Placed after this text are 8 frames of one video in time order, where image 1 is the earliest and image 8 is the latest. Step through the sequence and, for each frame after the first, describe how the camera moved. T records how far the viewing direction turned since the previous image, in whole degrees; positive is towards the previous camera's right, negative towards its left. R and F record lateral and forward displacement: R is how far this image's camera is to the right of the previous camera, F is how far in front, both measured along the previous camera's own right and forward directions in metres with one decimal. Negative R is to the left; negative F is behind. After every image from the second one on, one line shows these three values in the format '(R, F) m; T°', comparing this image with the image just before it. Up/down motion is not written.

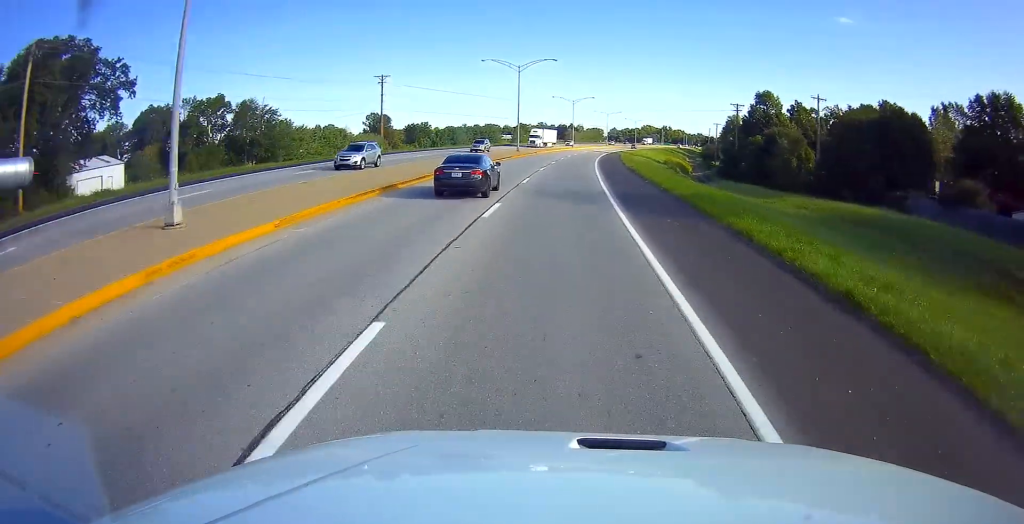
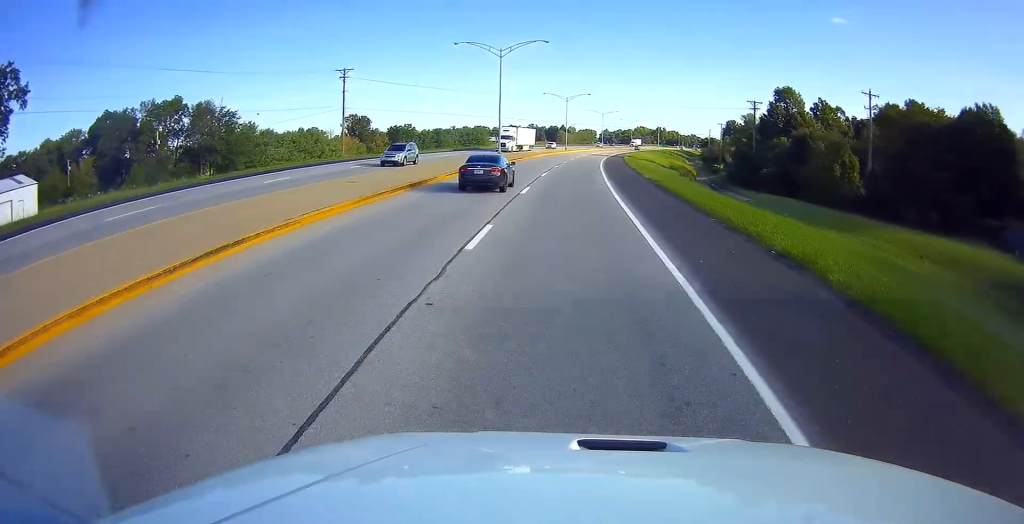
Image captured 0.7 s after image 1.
(0.0, +16.4) m; 0°
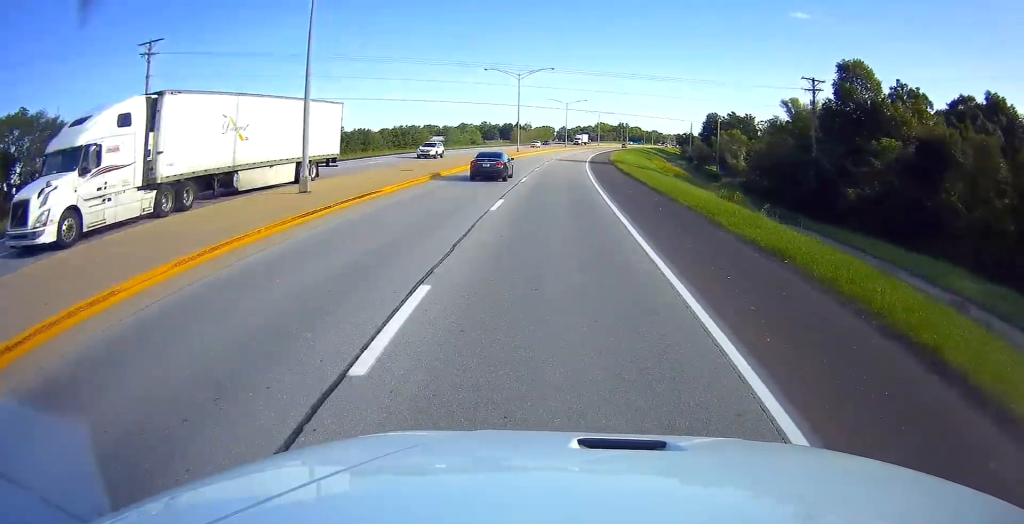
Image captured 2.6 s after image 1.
(+1.3, +41.7) m; +5°
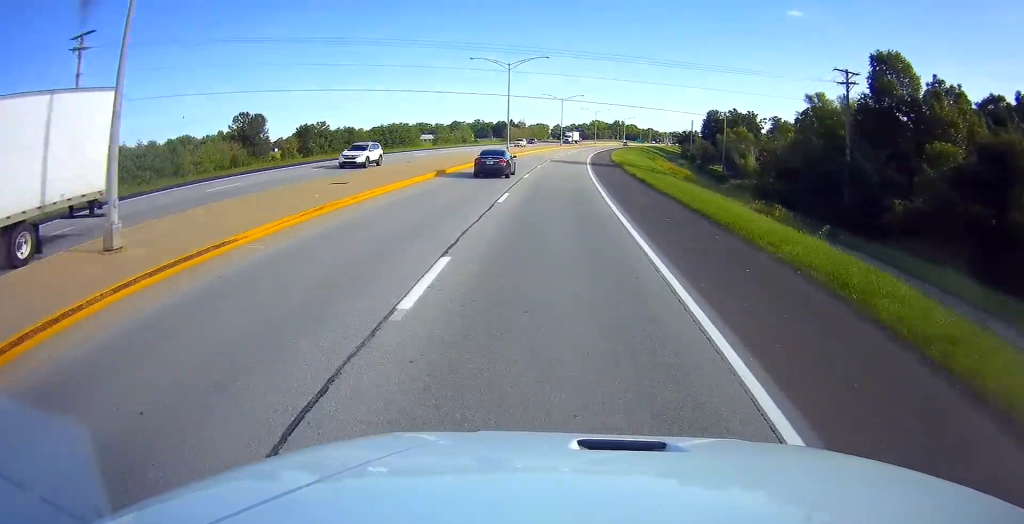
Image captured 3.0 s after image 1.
(+0.3, +10.0) m; +1°
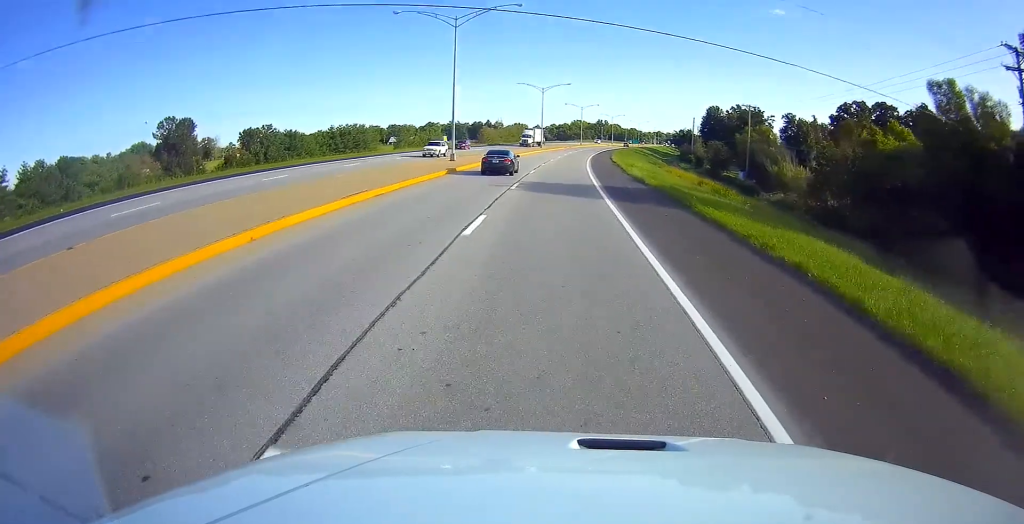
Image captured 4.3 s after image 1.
(+0.5, +30.2) m; +2°
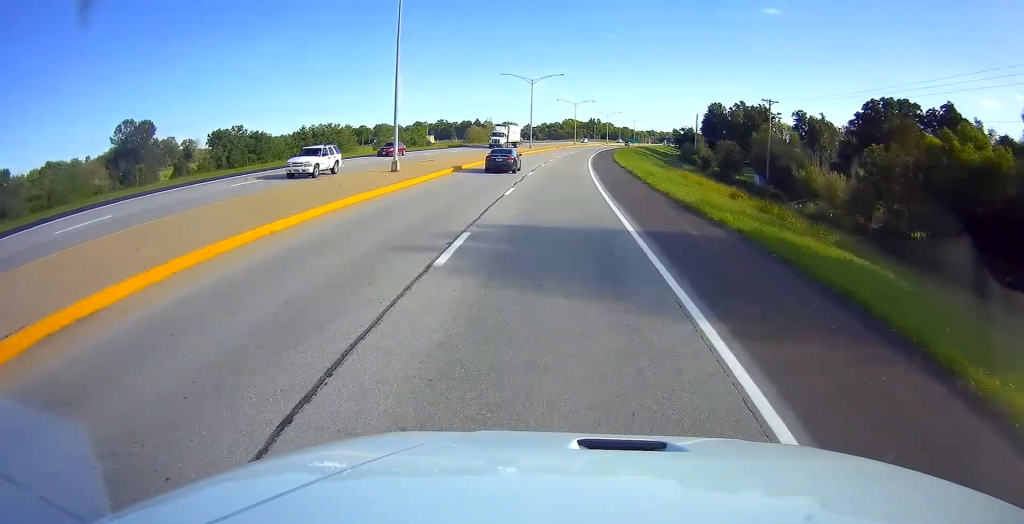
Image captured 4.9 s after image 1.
(+0.2, +14.9) m; +1°
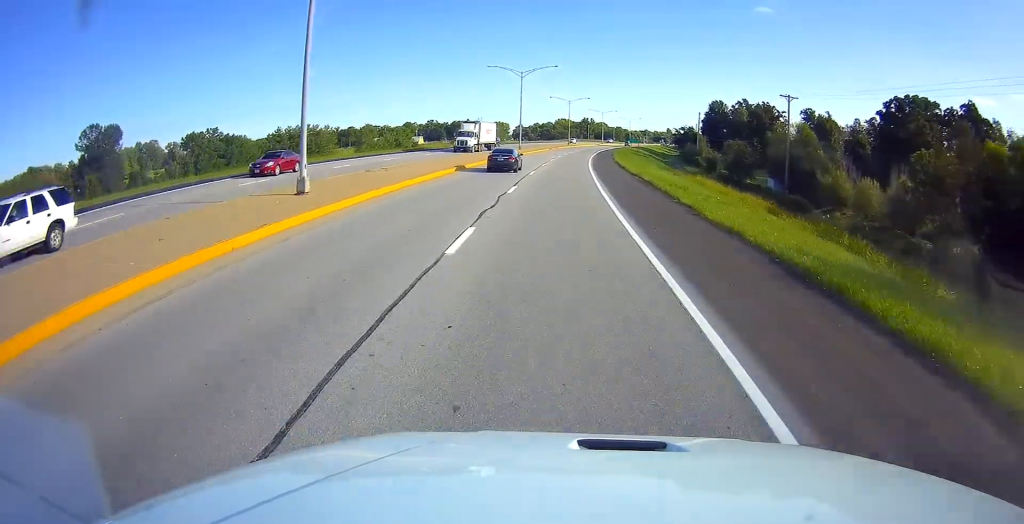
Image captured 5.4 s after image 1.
(+0.2, +11.0) m; +1°
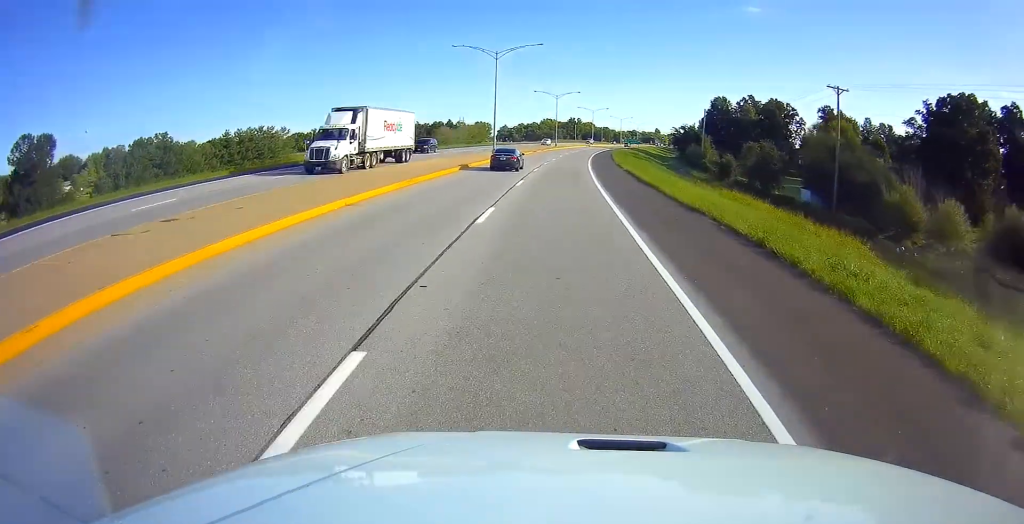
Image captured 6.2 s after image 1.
(+0.1, +19.9) m; 0°
